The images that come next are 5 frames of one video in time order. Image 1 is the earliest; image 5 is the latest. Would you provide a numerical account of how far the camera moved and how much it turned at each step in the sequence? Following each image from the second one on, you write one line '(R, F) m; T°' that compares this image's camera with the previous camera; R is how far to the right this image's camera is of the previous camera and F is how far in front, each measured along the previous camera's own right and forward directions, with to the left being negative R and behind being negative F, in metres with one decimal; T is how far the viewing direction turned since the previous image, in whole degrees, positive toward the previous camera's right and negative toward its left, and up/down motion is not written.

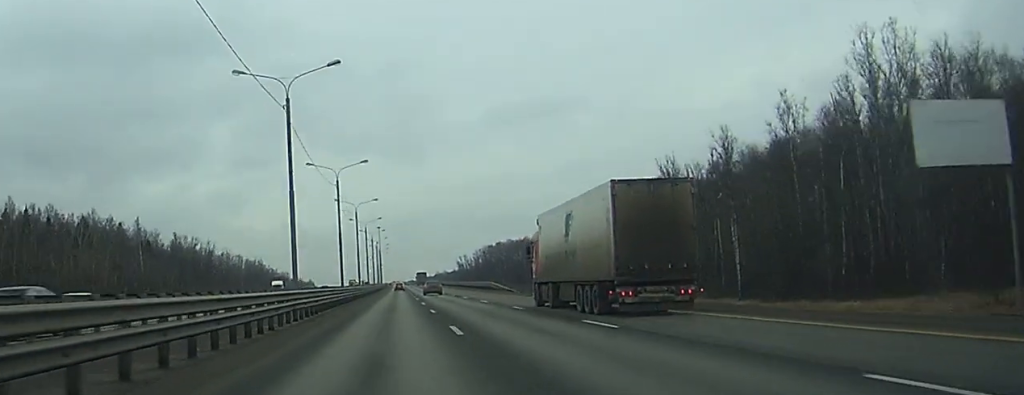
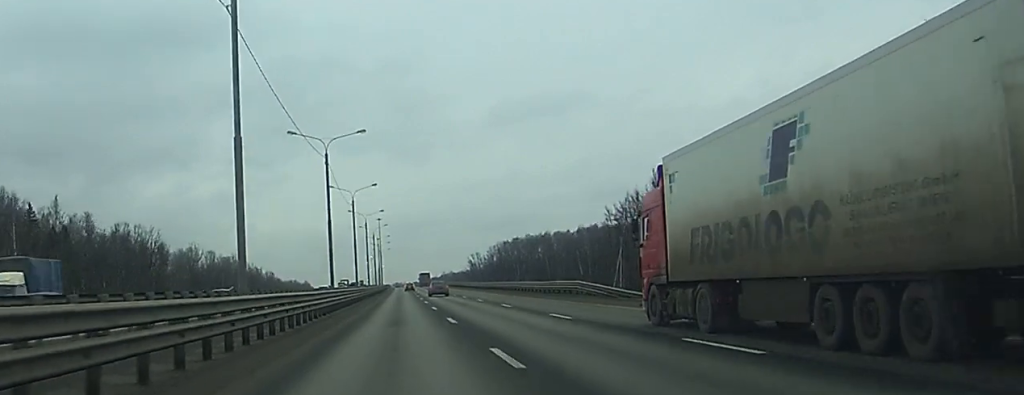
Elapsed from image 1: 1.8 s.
(-0.2, +56.0) m; -1°
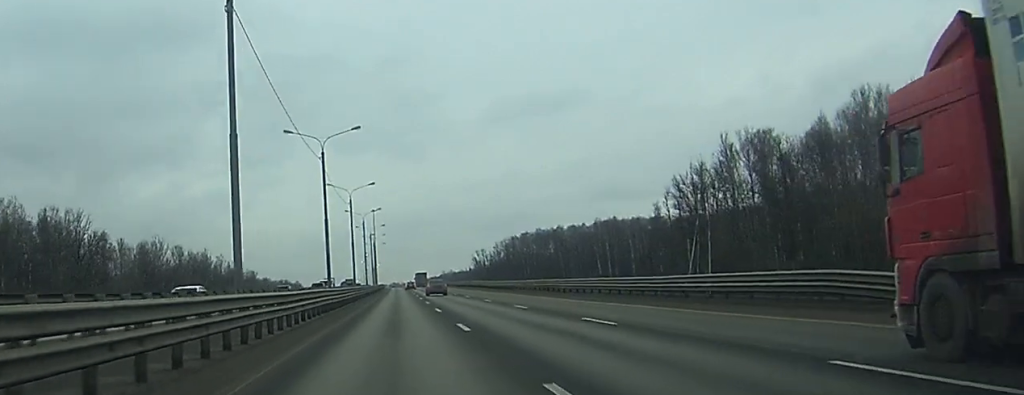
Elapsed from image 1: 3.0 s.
(-0.2, +37.7) m; +1°
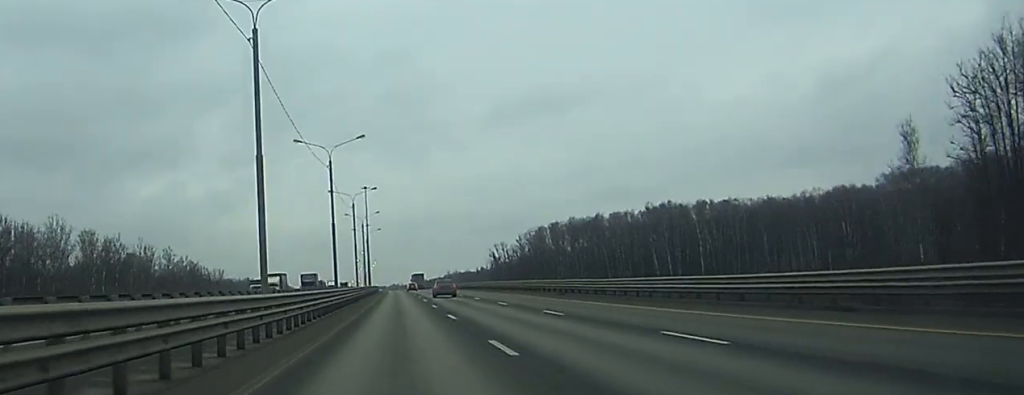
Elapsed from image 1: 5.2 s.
(+1.0, +71.0) m; 0°
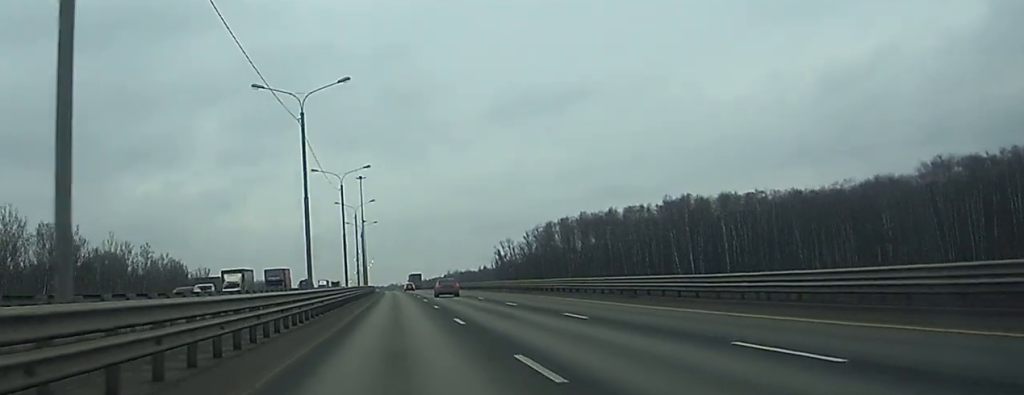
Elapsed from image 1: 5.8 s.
(0.0, +20.3) m; 0°
